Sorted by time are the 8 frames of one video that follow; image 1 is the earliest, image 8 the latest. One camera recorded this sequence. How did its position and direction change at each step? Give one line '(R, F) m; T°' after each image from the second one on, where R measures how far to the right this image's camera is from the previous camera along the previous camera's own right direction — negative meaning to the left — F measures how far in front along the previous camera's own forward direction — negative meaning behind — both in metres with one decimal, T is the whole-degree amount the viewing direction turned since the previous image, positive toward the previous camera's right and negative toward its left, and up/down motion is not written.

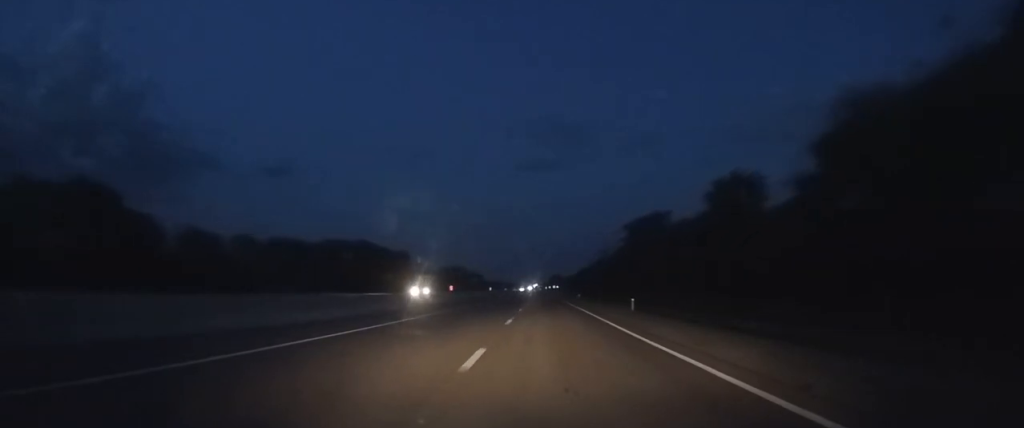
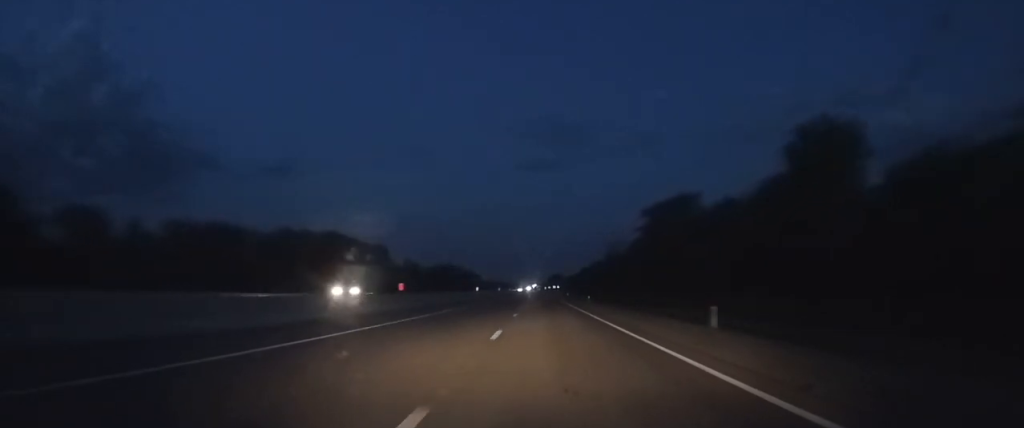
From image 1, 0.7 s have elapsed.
(0.0, +21.9) m; 0°
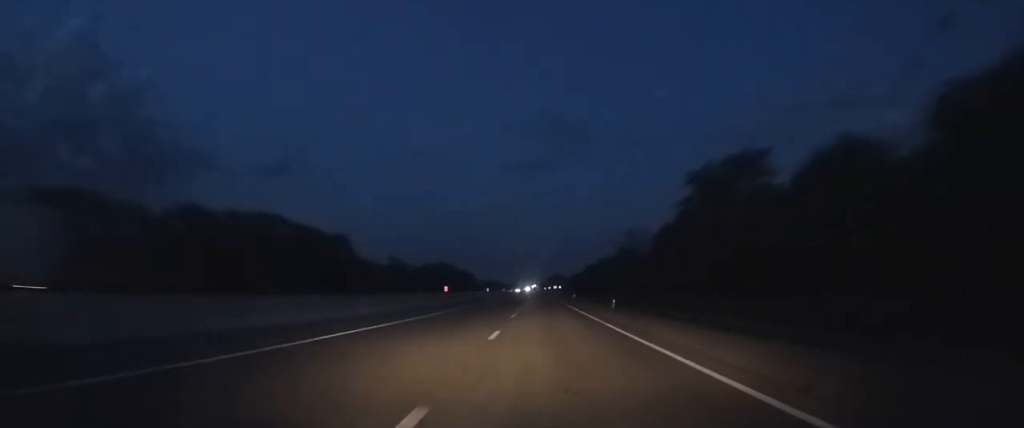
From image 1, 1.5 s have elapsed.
(0.0, +26.4) m; 0°
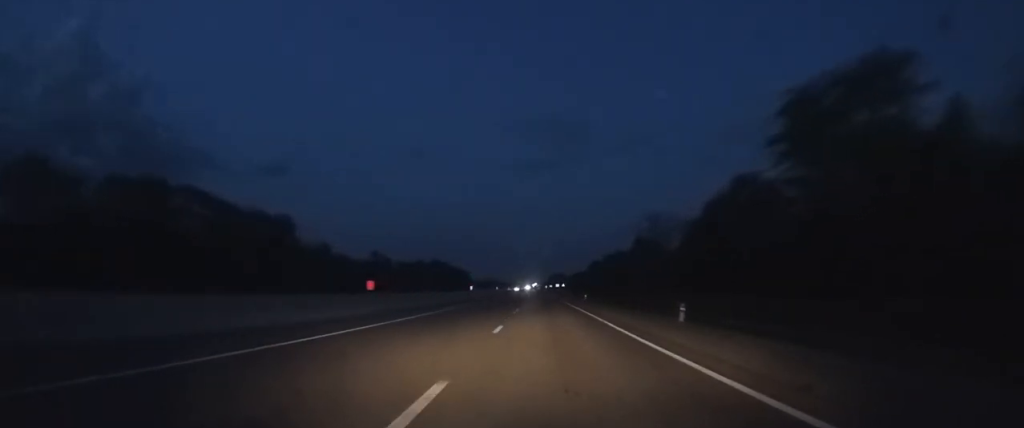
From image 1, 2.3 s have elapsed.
(0.0, +22.3) m; 0°
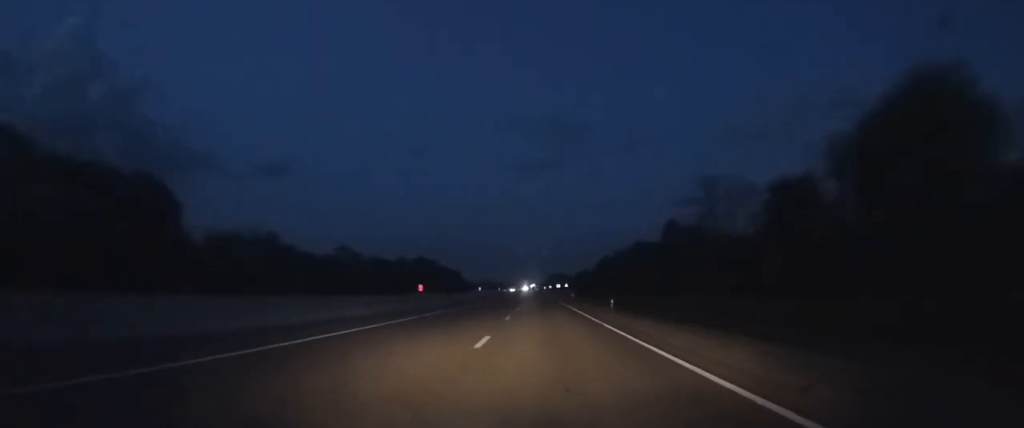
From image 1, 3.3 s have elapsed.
(0.0, +24.8) m; 0°
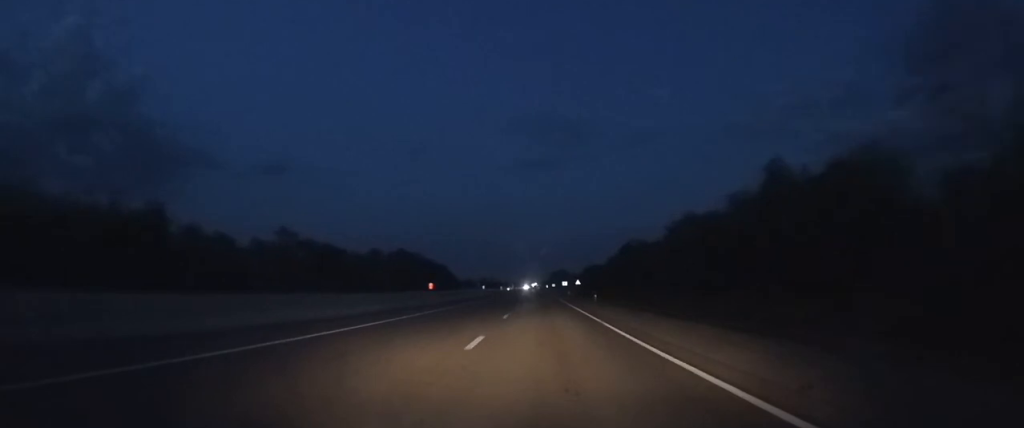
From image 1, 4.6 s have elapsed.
(0.0, +33.4) m; 0°
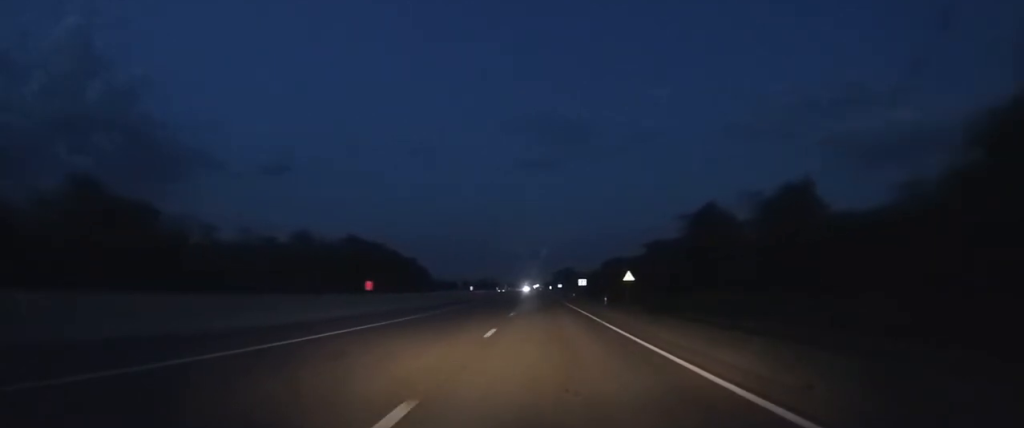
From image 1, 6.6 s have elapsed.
(-0.2, +56.3) m; 0°
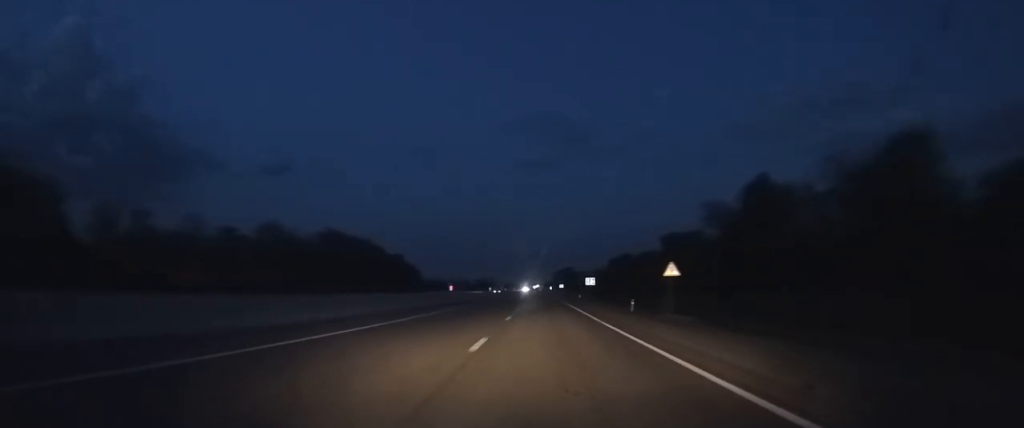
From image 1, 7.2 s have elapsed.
(0.0, +15.7) m; 0°
